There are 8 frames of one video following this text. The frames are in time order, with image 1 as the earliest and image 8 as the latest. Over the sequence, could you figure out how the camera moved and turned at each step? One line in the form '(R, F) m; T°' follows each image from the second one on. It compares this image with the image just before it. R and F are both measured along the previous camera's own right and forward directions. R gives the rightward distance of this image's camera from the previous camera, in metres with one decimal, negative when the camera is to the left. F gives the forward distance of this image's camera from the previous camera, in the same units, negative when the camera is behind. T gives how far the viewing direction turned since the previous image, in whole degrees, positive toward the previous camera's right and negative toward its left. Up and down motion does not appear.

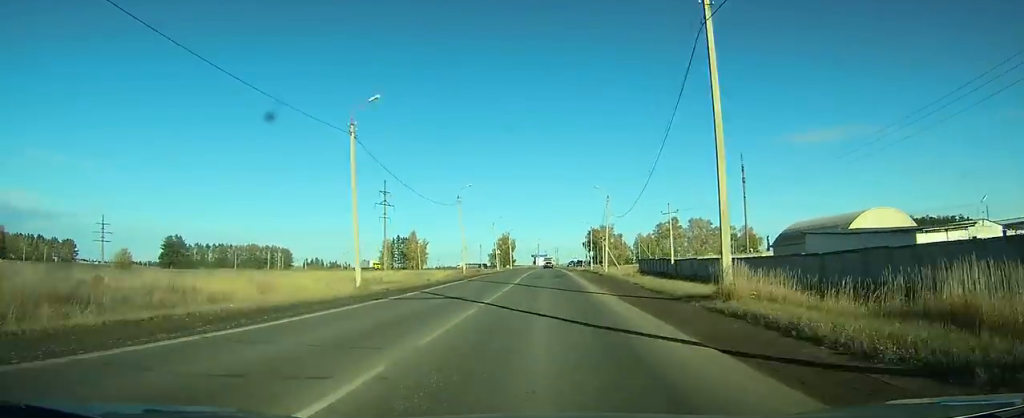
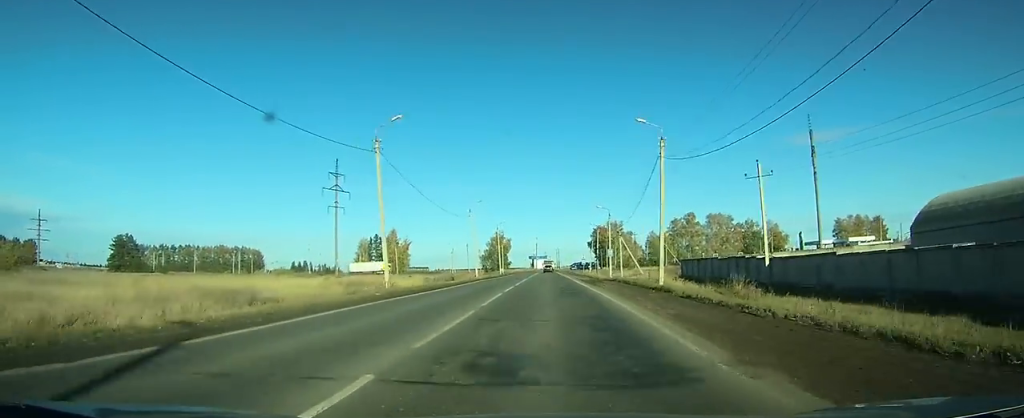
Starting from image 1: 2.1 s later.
(+0.2, +32.7) m; 0°
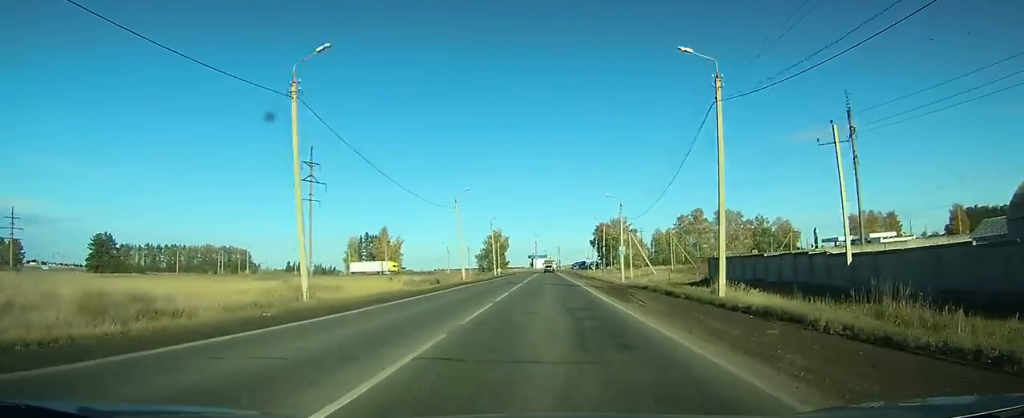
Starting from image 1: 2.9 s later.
(0.0, +12.2) m; 0°
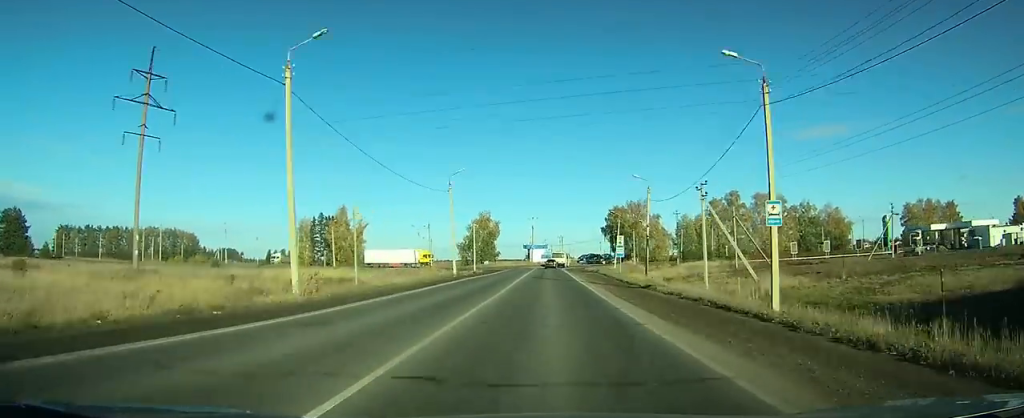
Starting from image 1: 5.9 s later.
(-0.3, +44.0) m; -1°
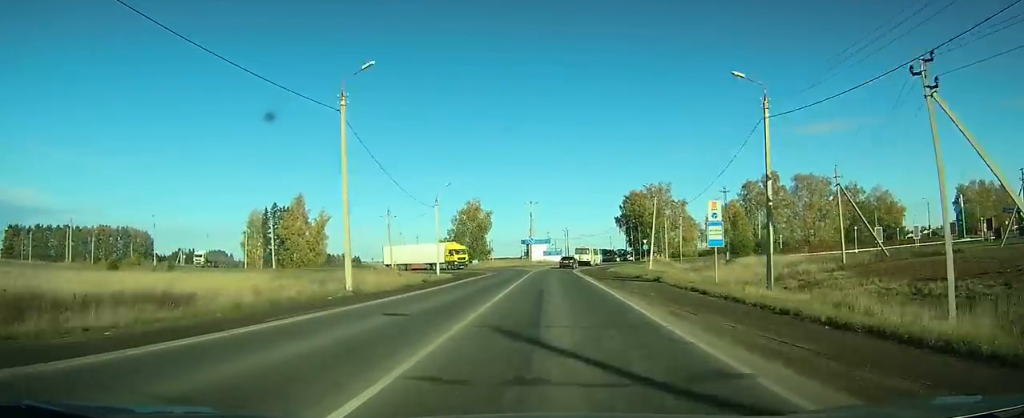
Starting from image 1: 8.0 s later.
(0.0, +31.3) m; 0°
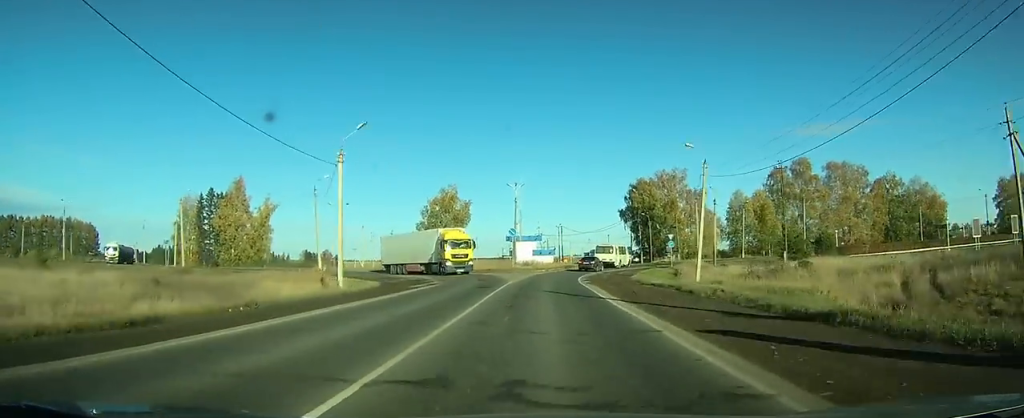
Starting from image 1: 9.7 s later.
(+0.1, +24.5) m; +1°
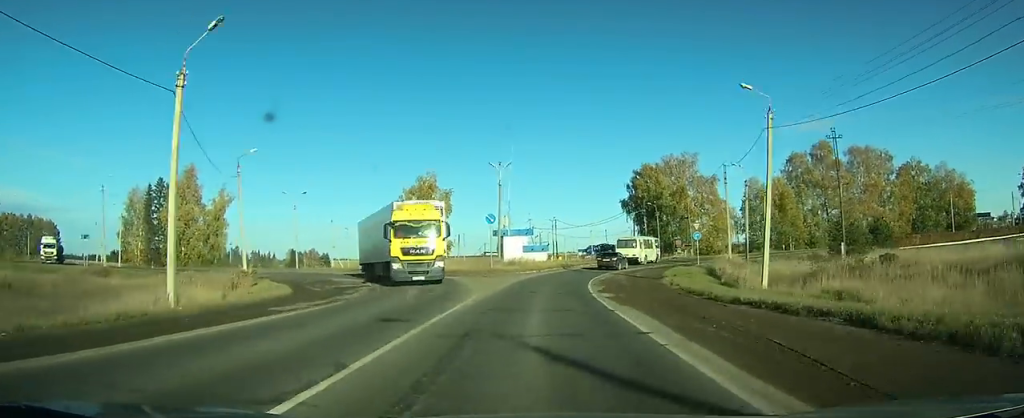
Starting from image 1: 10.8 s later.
(0.0, +14.5) m; +1°
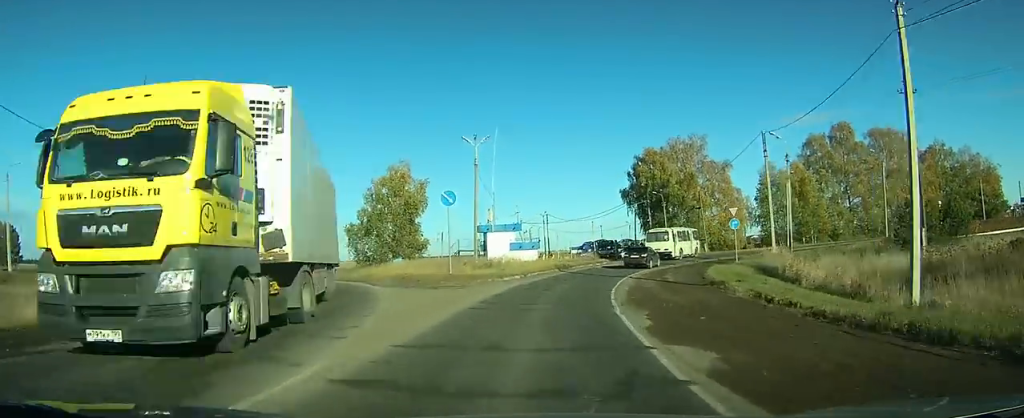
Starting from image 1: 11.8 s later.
(+0.1, +12.9) m; +1°
